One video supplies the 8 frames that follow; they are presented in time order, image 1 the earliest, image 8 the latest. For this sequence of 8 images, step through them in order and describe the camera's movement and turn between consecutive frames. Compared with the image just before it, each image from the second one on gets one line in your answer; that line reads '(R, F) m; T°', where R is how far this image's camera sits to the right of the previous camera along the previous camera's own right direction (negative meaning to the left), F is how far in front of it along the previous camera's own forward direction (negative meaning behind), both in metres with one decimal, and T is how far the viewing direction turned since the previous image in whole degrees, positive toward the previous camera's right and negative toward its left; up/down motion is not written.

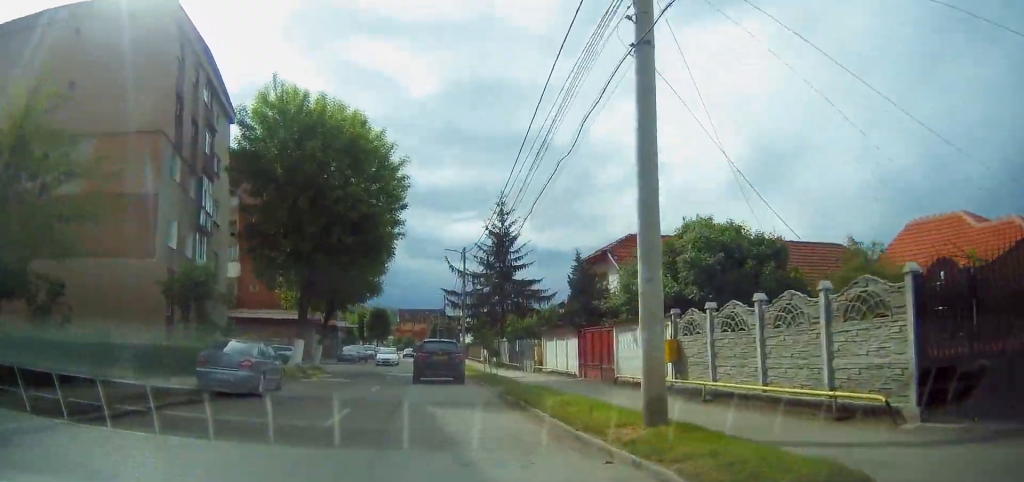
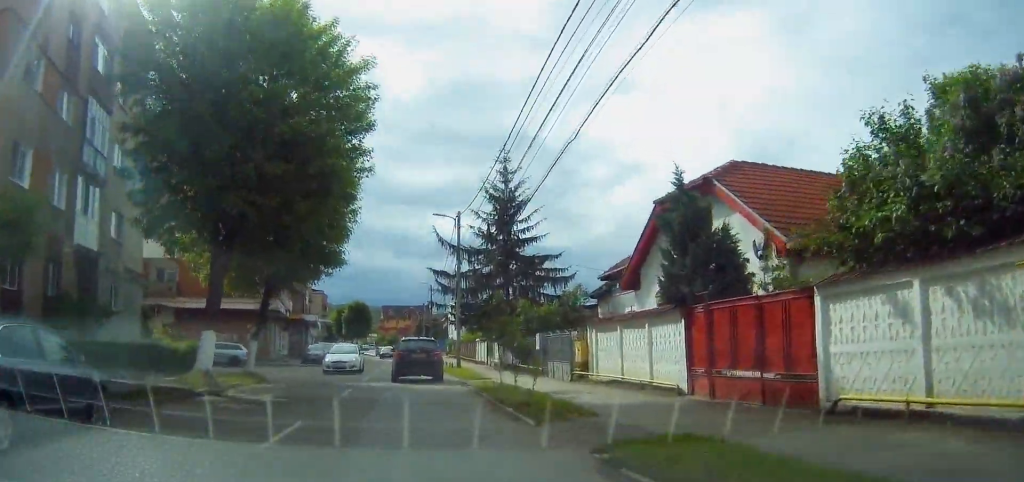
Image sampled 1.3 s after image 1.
(+0.2, +10.8) m; +1°
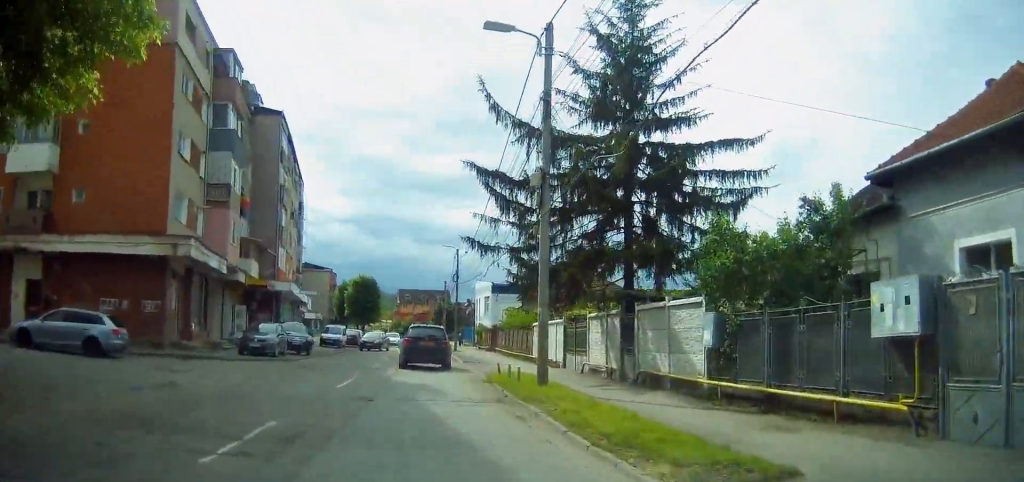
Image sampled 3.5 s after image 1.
(+0.2, +19.3) m; +1°
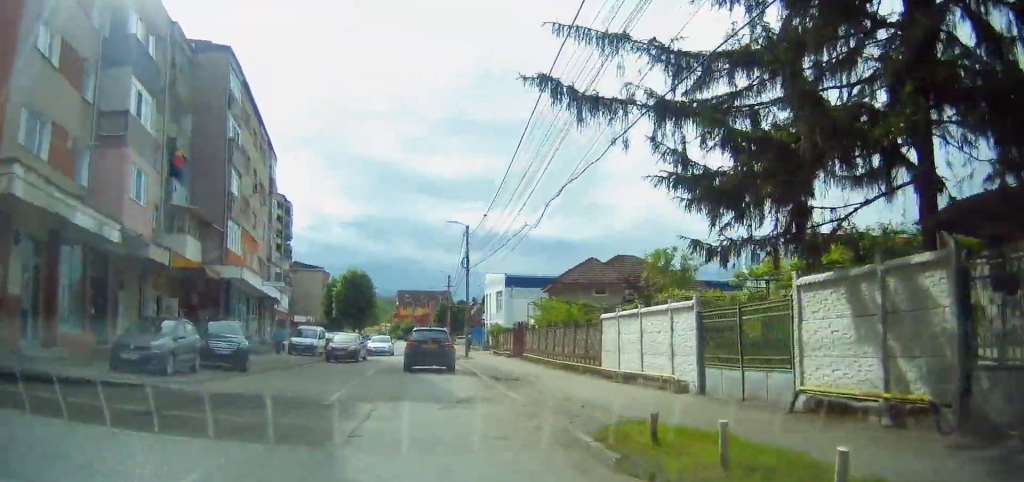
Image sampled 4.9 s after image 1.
(0.0, +11.9) m; 0°
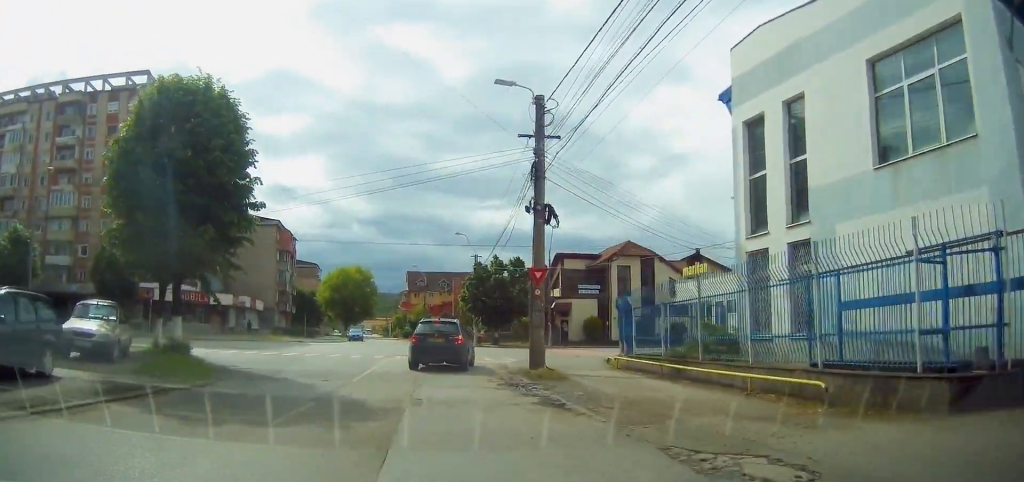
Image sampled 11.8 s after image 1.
(-1.0, +54.1) m; -3°
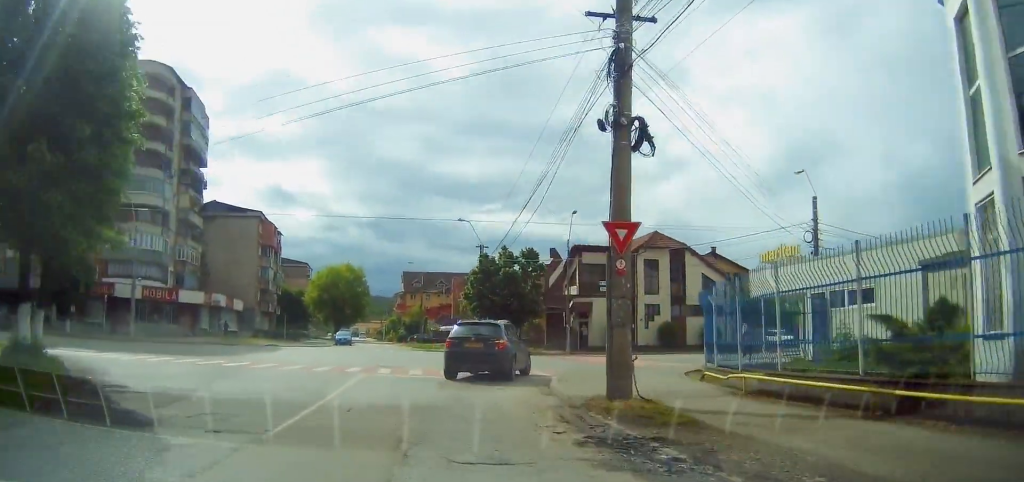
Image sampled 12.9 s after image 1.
(0.0, +7.9) m; 0°
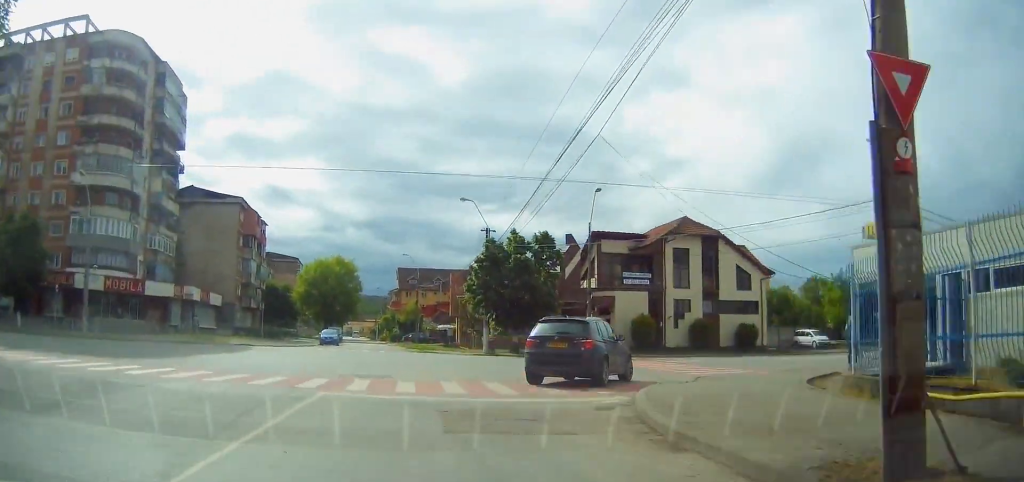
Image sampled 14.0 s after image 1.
(-0.2, +7.0) m; +5°
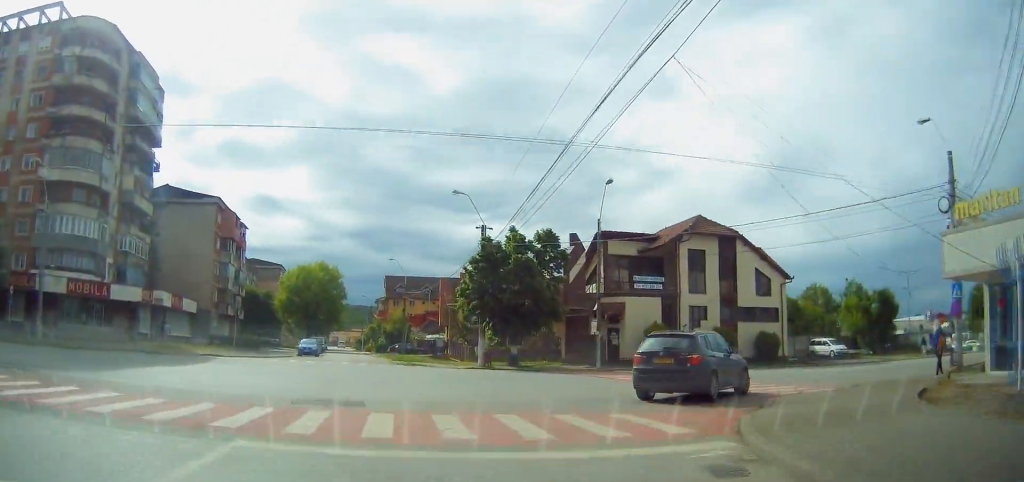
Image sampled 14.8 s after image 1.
(-0.6, +5.1) m; +4°
